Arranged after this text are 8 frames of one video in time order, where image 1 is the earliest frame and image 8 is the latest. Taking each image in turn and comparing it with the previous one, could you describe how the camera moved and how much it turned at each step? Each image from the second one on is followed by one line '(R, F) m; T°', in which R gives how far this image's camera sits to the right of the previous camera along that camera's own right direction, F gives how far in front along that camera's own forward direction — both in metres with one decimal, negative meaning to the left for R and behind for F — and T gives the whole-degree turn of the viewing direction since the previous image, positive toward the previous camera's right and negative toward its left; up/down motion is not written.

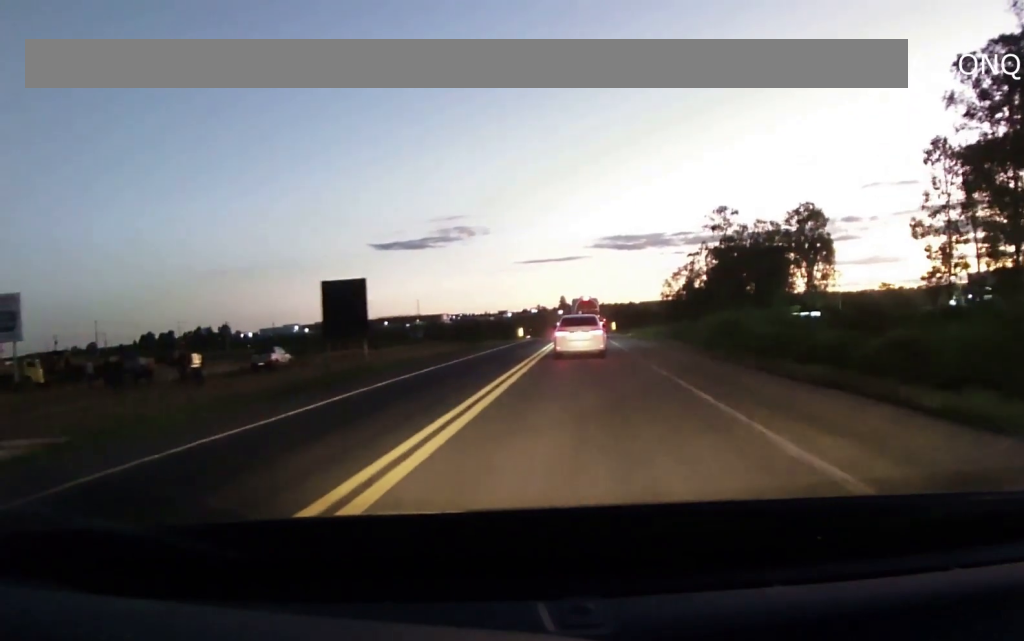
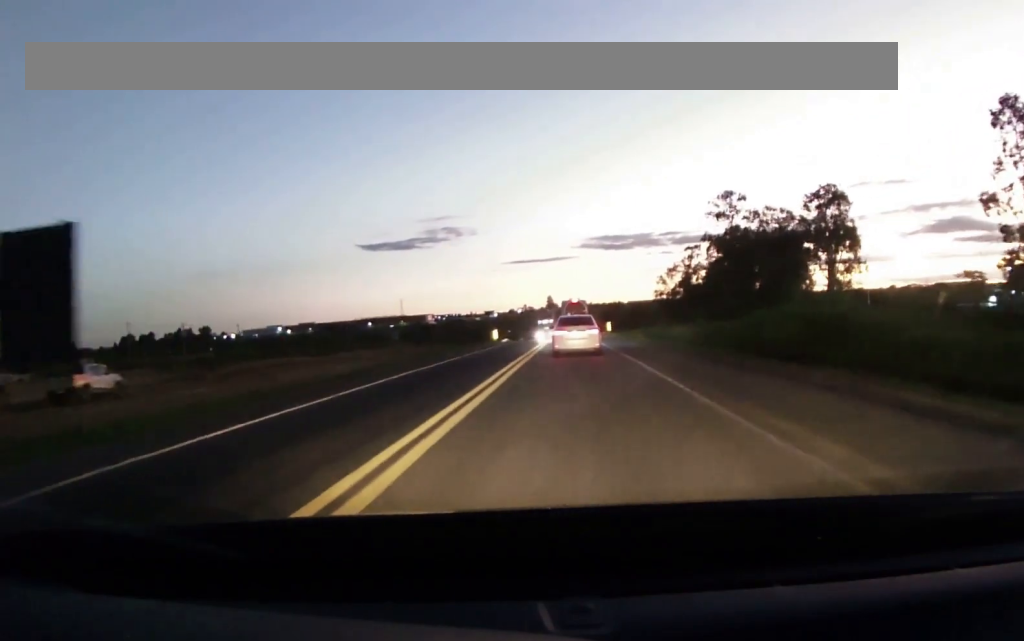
(-0.2, +20.8) m; +1°
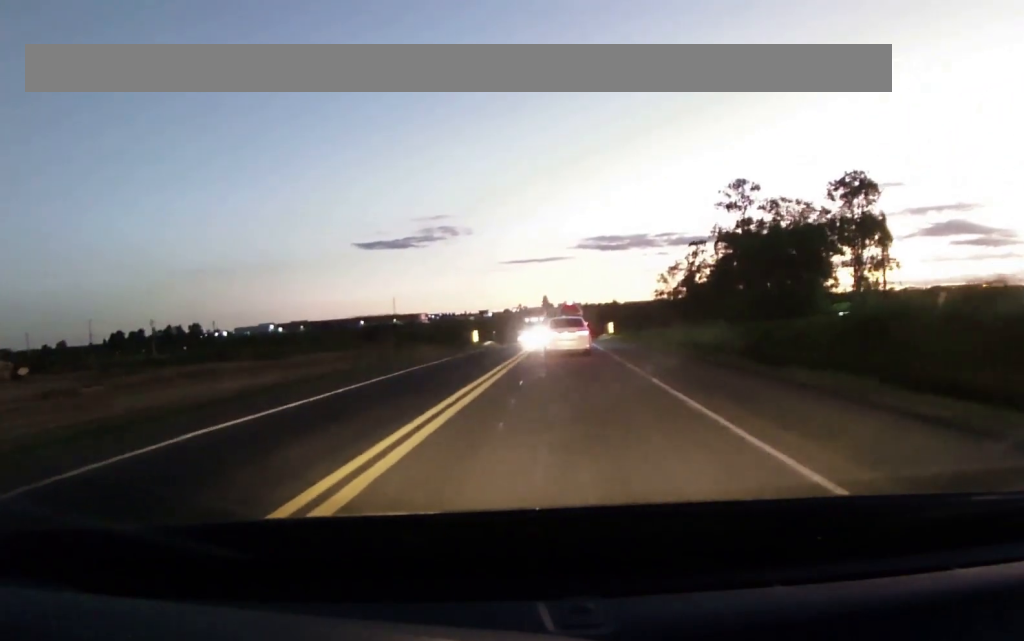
(+0.4, +15.2) m; +1°
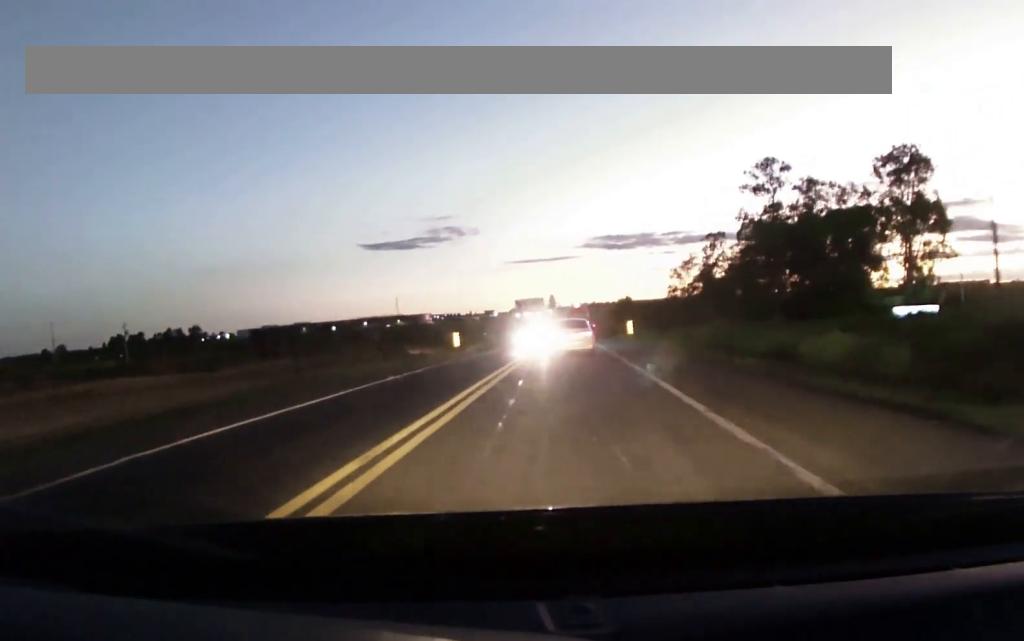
(-0.1, +17.5) m; -1°
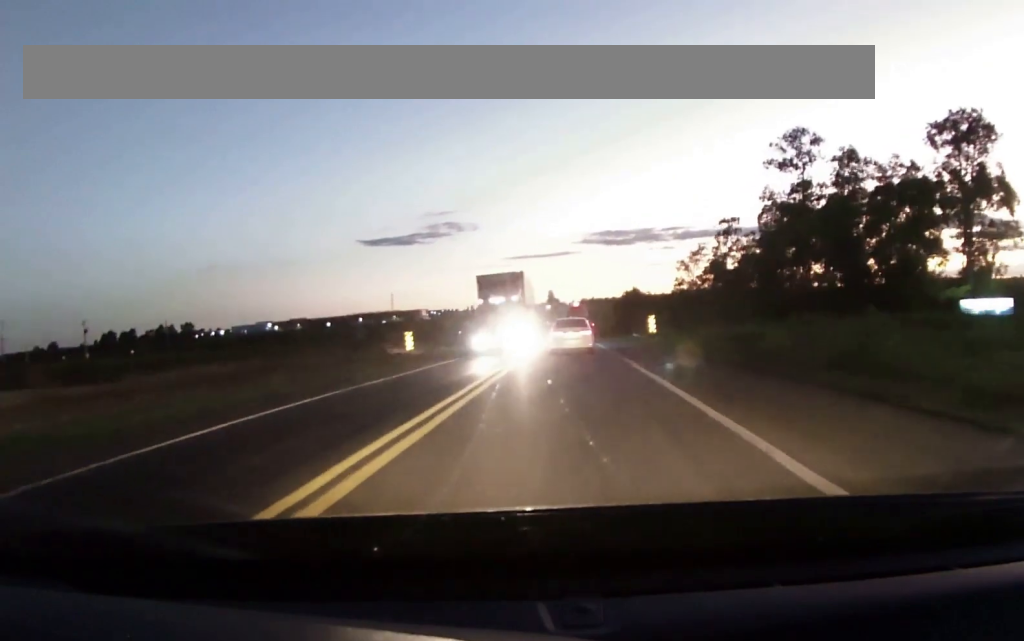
(-0.1, +17.5) m; +1°
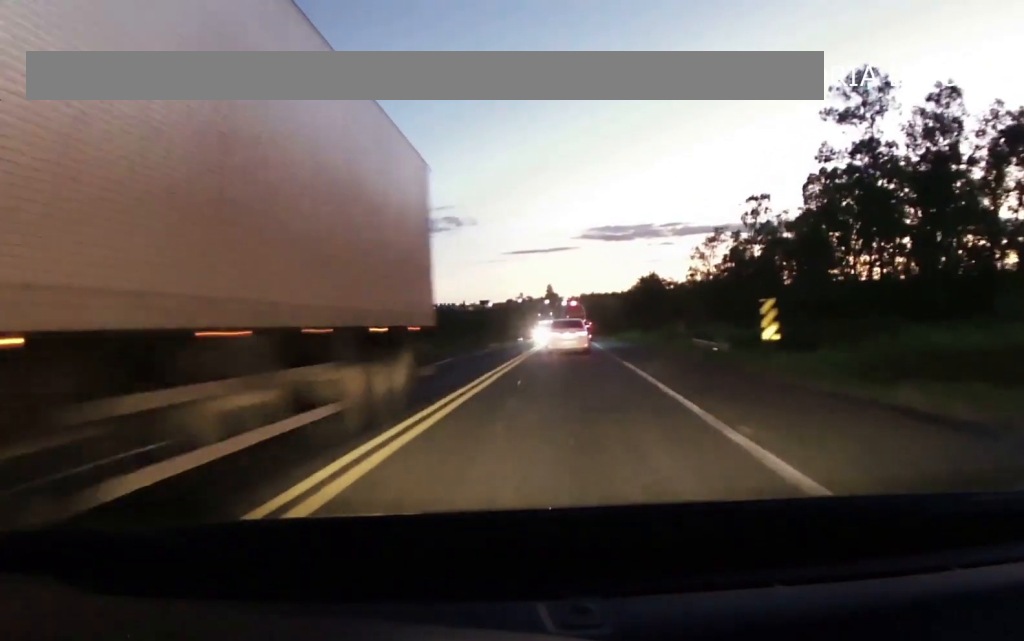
(+0.5, +27.1) m; 0°
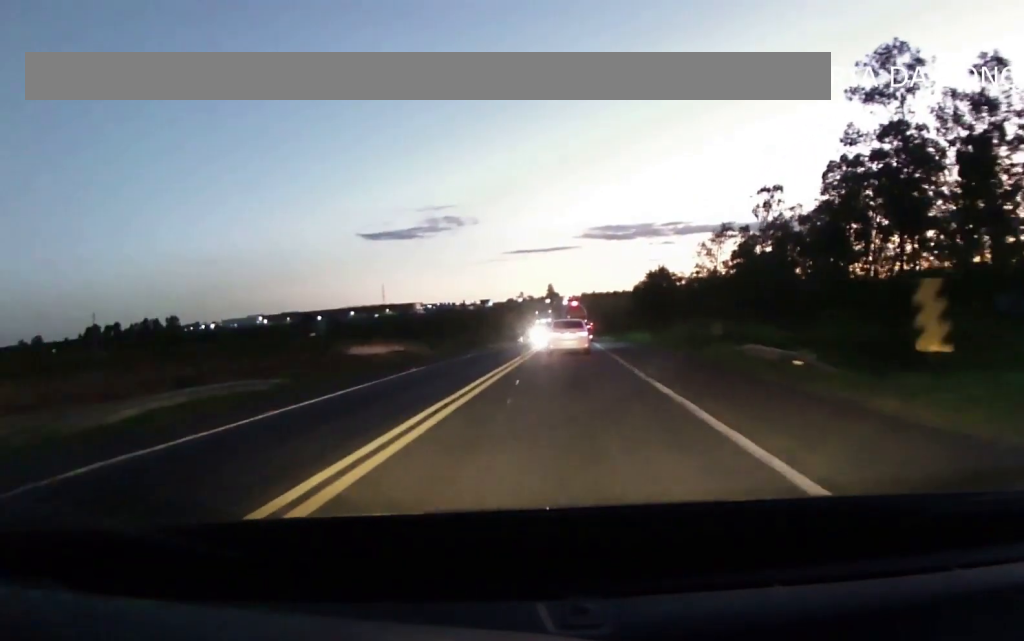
(-0.1, +8.5) m; 0°
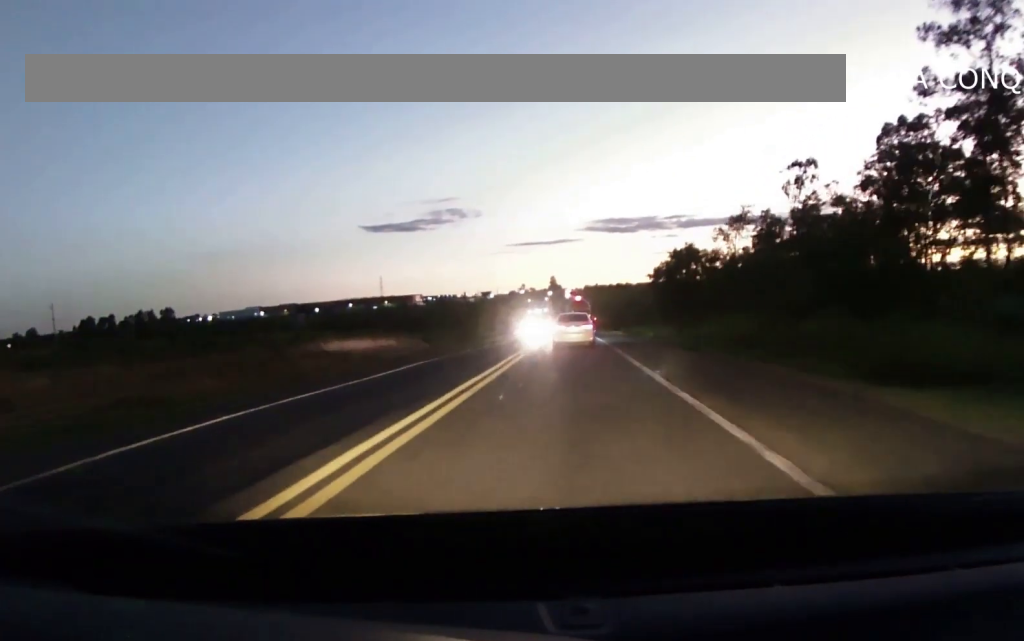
(0.0, +17.2) m; -1°
